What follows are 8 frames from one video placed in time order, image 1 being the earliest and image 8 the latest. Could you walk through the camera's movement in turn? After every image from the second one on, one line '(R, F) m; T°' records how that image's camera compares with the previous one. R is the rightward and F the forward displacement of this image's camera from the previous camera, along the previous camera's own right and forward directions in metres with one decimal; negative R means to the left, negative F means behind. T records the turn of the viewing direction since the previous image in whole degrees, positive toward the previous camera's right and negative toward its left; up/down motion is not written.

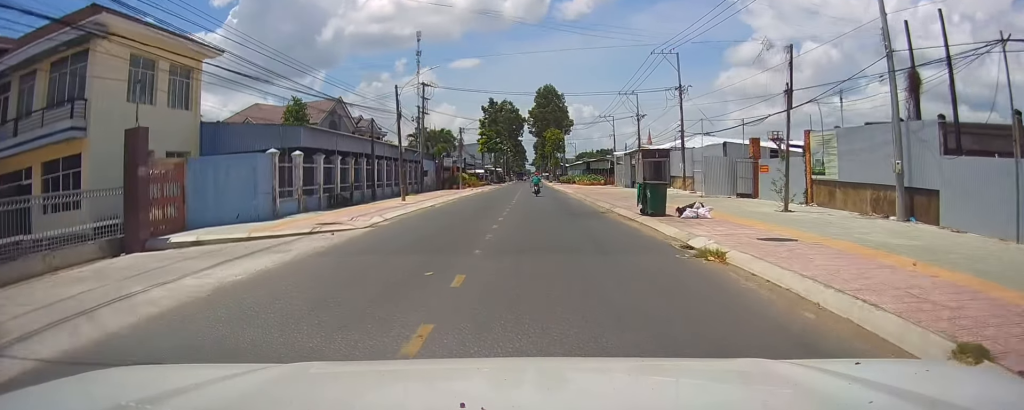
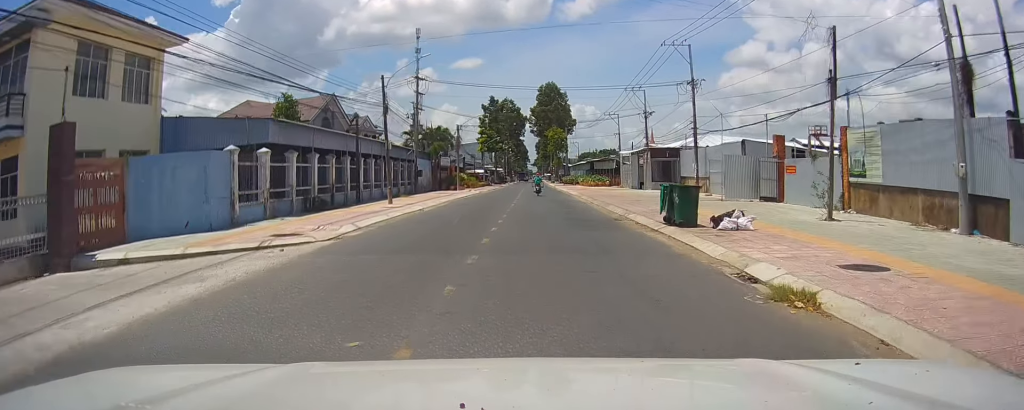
(-0.2, +4.4) m; +1°
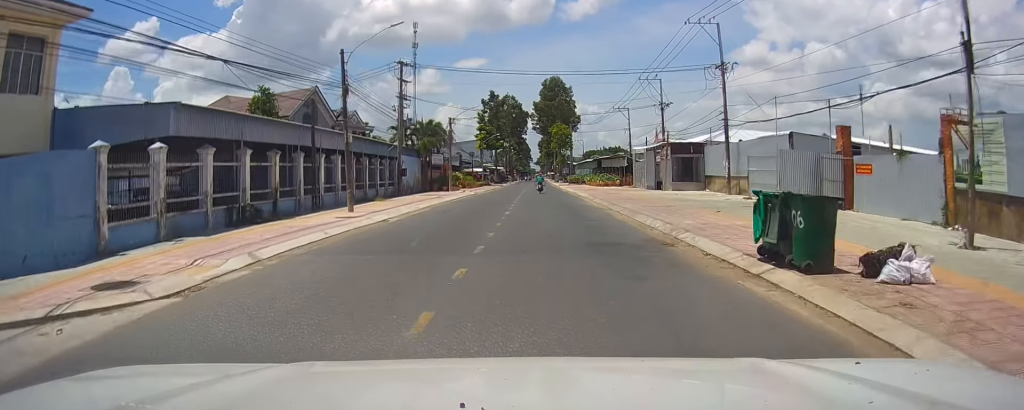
(+0.6, +8.0) m; 0°
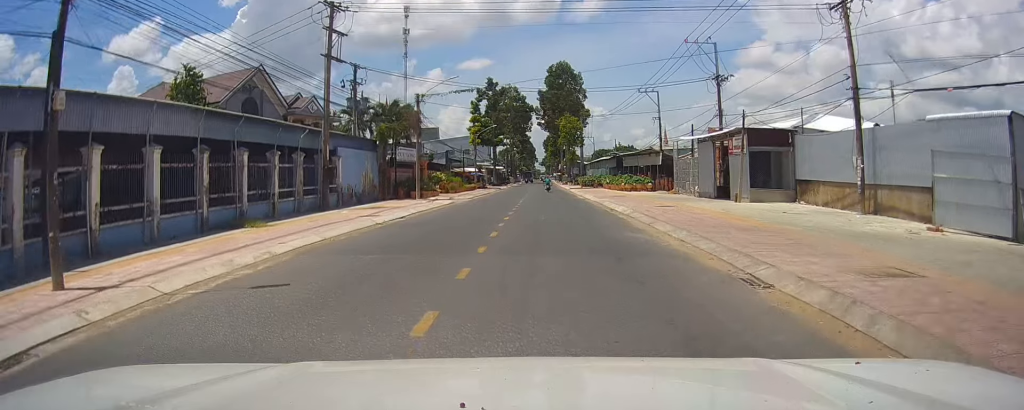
(-0.8, +18.4) m; -3°
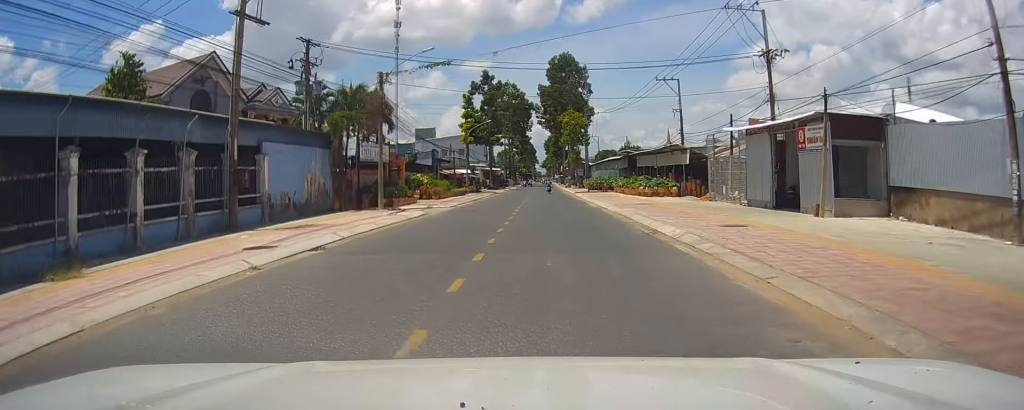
(0.0, +10.1) m; 0°
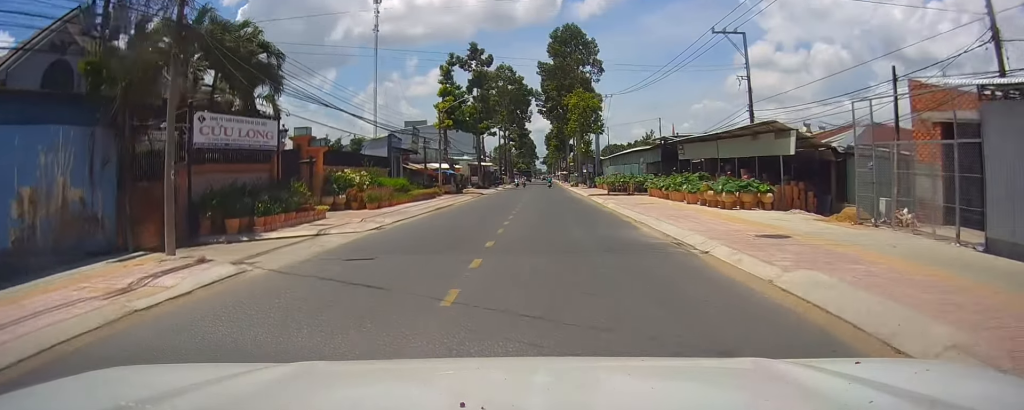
(+0.5, +18.3) m; +3°
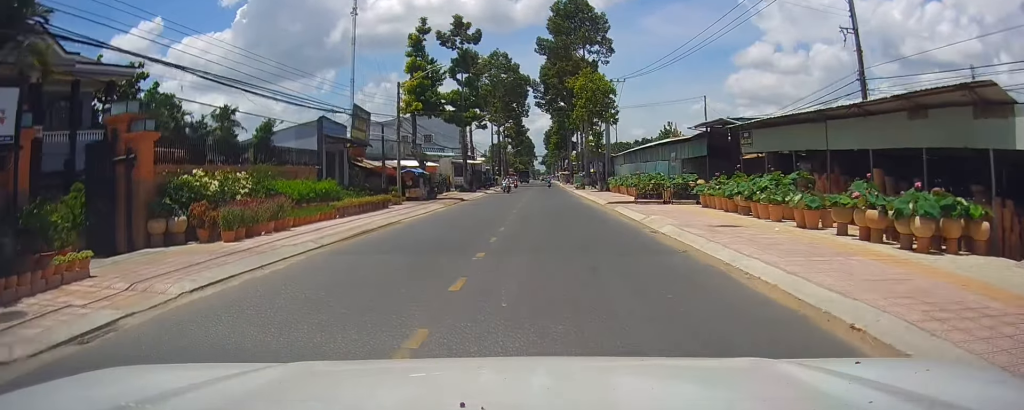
(0.0, +14.3) m; +1°
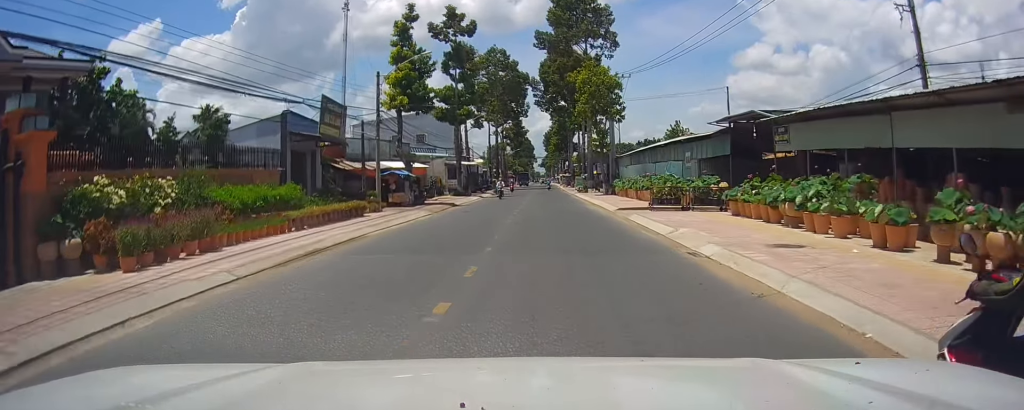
(+0.1, +4.3) m; 0°
